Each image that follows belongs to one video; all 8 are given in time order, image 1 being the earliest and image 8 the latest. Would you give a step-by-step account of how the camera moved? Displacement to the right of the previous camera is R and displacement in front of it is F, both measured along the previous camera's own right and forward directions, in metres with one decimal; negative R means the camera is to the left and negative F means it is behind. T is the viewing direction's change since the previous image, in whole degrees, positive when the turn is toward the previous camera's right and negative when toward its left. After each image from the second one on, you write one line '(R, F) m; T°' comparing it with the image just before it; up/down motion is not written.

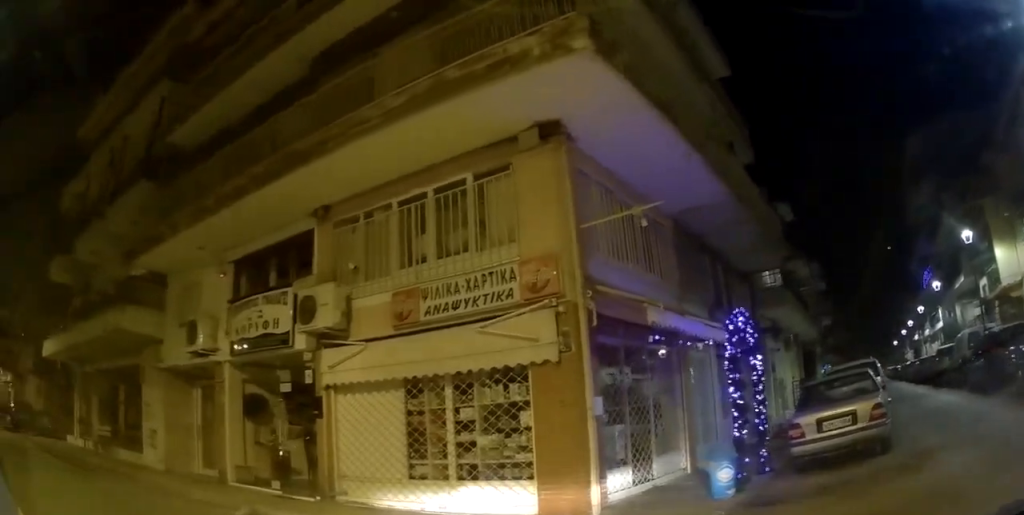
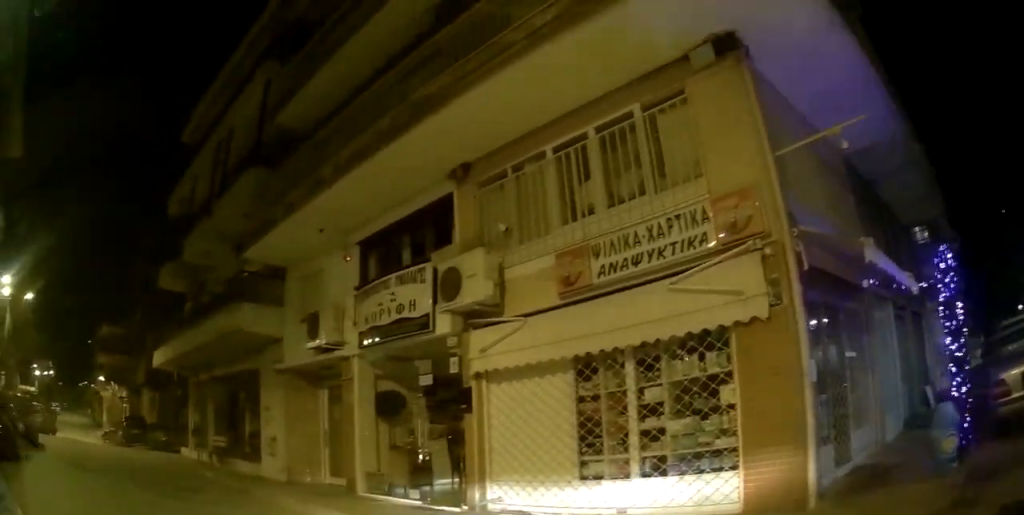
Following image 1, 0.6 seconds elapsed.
(+0.2, +1.1) m; -3°
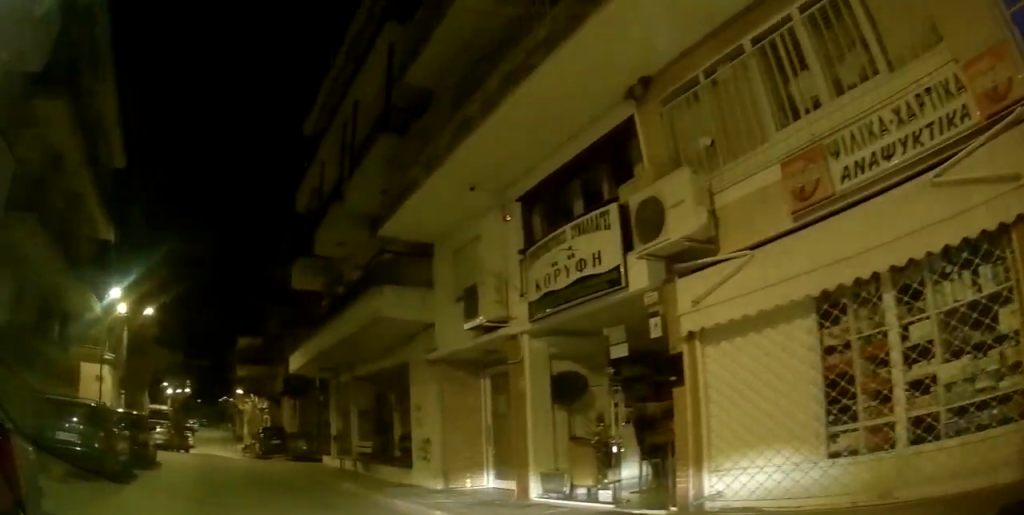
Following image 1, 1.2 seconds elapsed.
(-0.2, +1.1) m; -20°
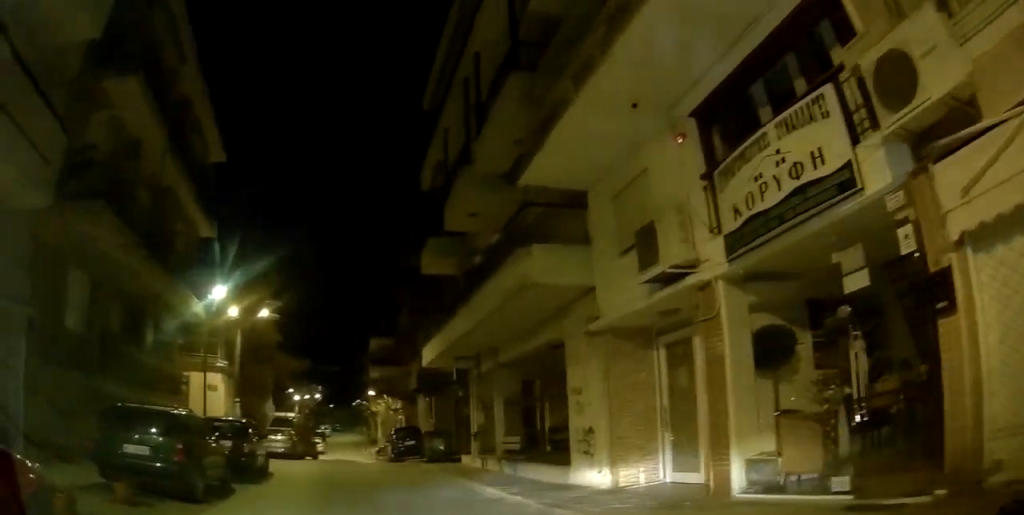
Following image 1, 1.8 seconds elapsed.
(-0.2, +1.1) m; -15°
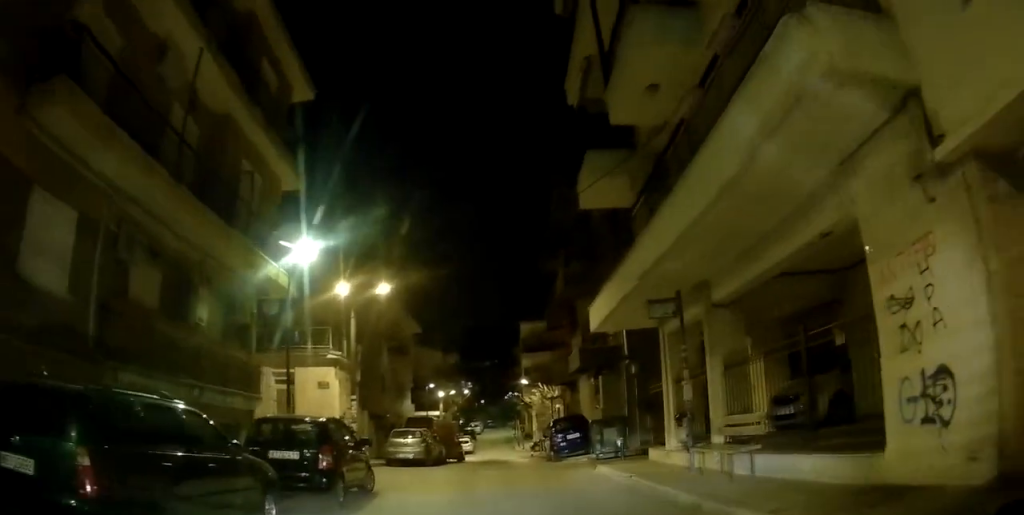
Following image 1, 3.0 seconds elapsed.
(-0.7, +3.1) m; -16°
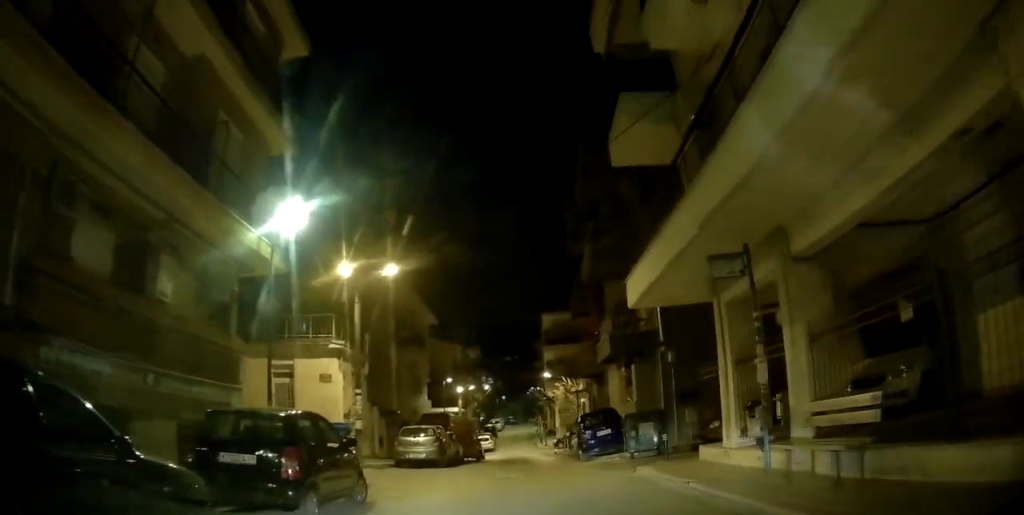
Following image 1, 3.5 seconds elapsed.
(0.0, +1.7) m; -3°
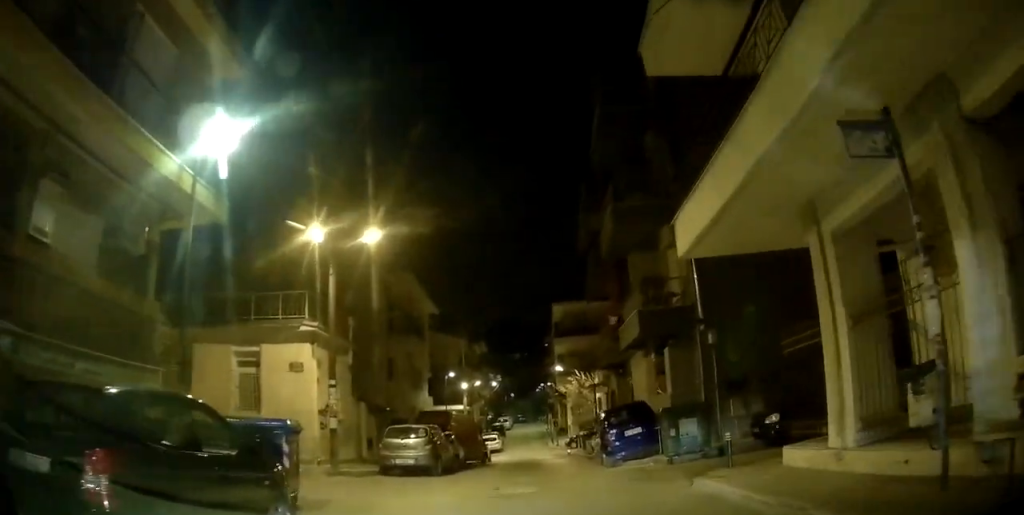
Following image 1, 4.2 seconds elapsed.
(-0.2, +3.2) m; +8°
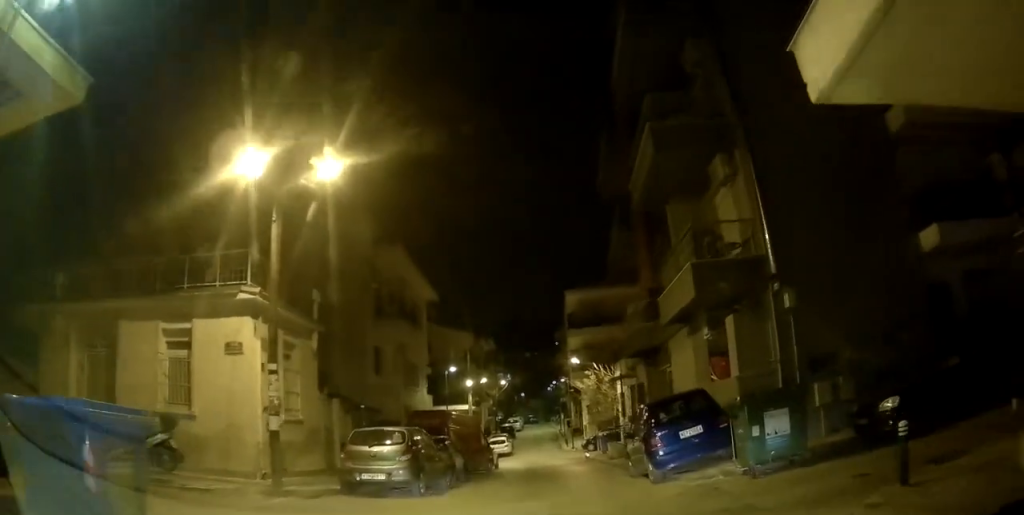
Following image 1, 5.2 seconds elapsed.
(+0.7, +4.3) m; +4°
